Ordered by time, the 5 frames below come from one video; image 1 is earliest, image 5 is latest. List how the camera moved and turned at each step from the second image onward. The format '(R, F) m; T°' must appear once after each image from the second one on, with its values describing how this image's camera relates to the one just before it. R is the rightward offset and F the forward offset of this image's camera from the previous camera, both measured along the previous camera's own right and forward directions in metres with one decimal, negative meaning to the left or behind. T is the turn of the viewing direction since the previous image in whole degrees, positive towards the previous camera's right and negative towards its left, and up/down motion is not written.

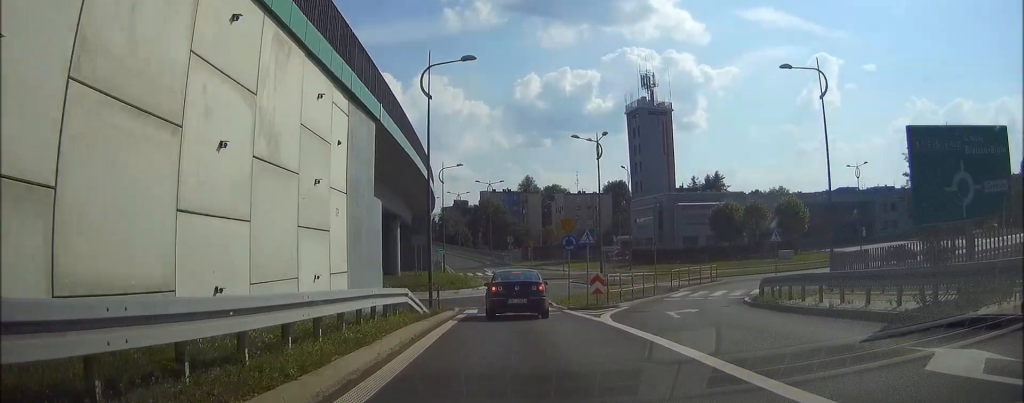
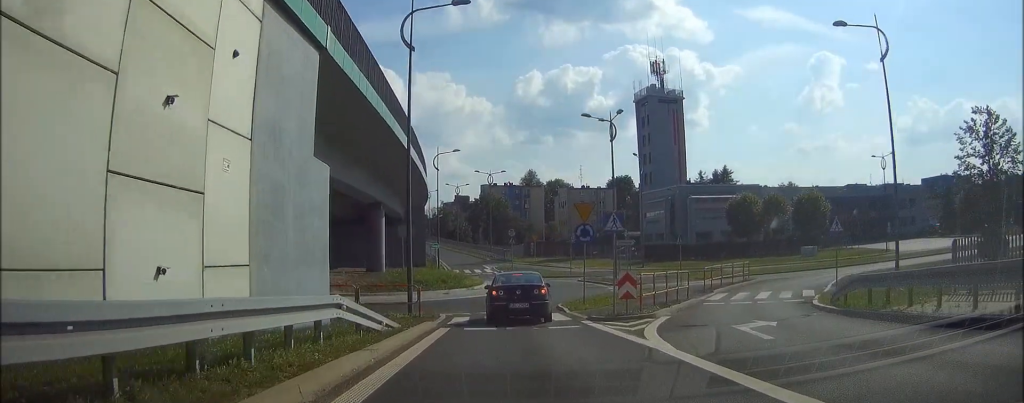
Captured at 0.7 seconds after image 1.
(0.0, +5.9) m; -1°
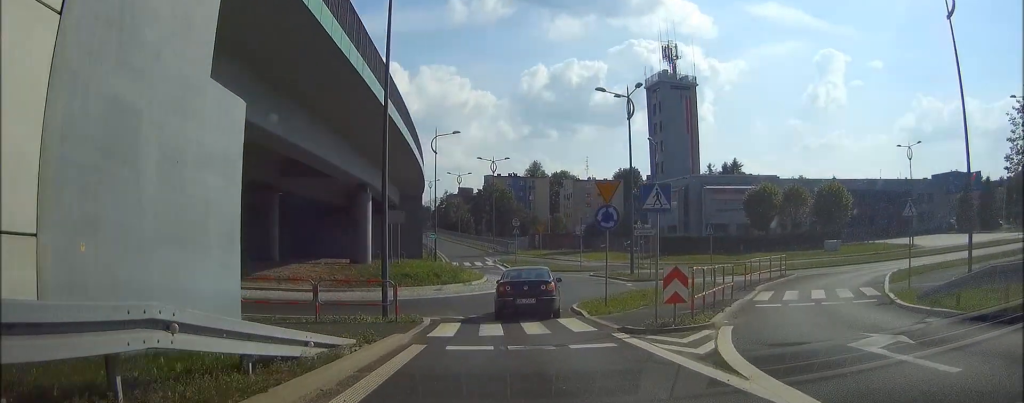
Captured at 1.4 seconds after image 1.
(-0.1, +5.0) m; -1°
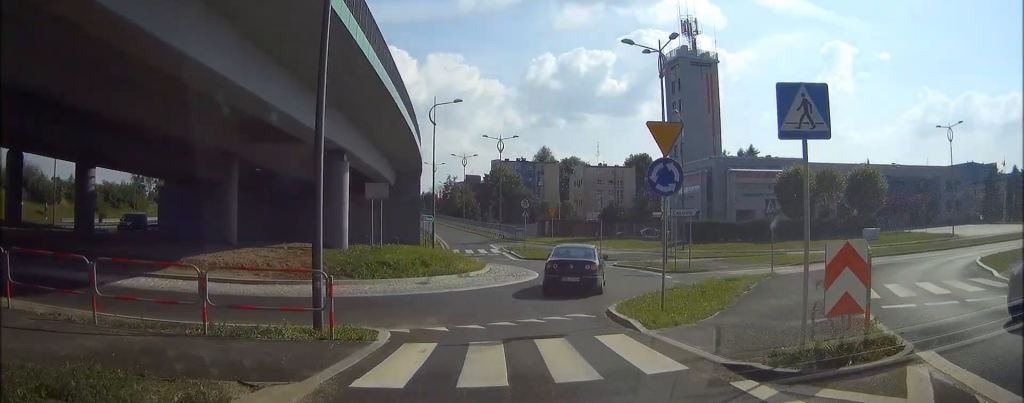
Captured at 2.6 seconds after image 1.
(-0.1, +7.0) m; 0°
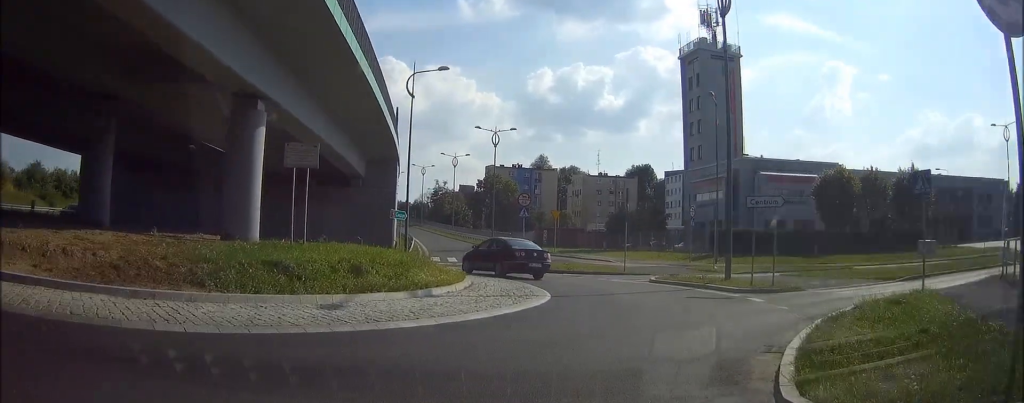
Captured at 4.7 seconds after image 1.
(+0.4, +12.0) m; +3°
